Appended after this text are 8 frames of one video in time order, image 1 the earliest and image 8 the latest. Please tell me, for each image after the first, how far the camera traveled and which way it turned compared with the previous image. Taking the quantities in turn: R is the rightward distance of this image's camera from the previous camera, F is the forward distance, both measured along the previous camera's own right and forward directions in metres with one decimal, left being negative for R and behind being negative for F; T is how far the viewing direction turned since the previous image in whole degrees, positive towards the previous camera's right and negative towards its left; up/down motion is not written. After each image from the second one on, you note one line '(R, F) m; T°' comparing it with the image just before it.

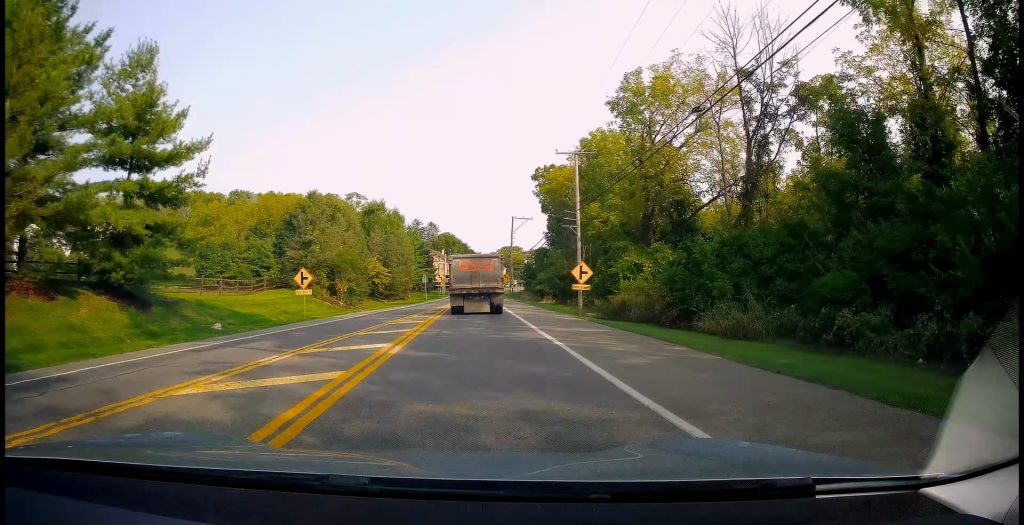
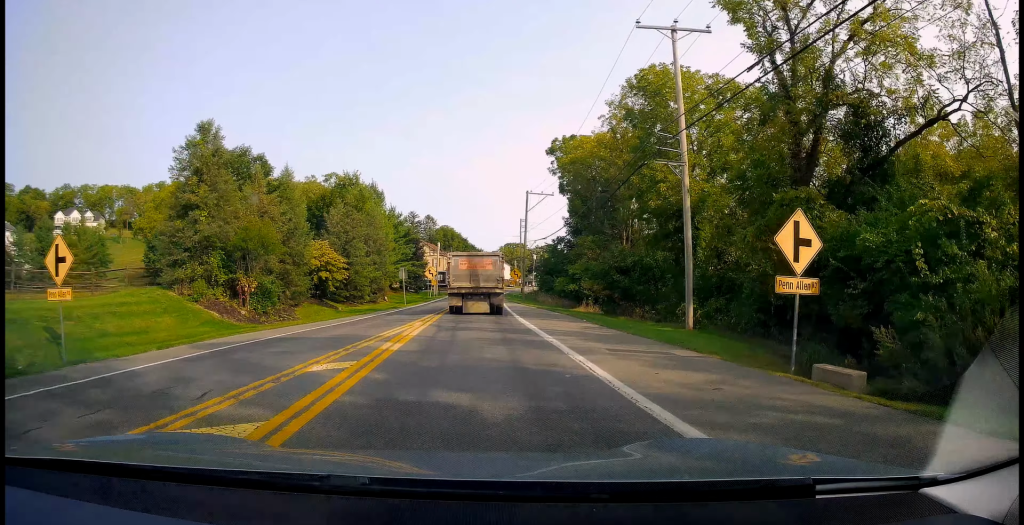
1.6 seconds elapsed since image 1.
(+0.1, +22.2) m; 0°
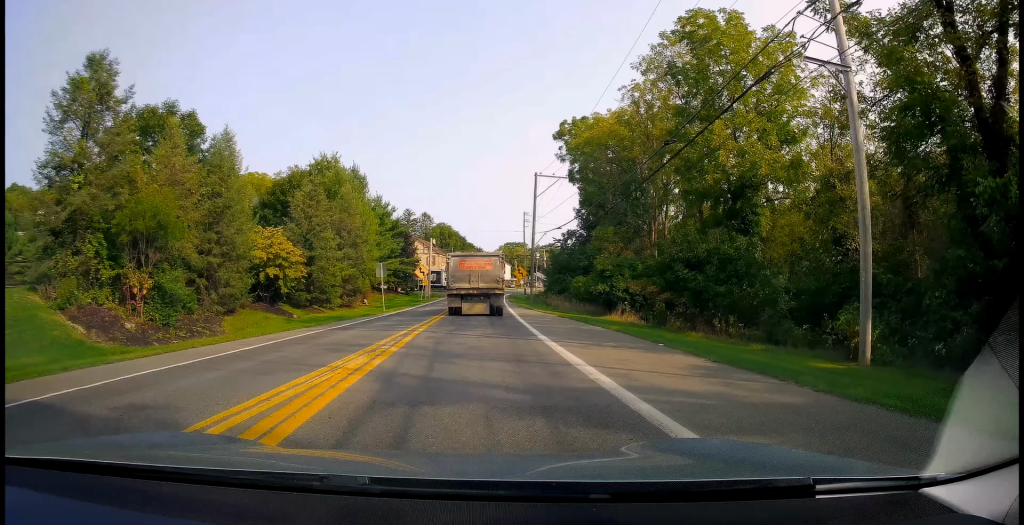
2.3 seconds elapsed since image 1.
(+0.2, +10.4) m; -1°
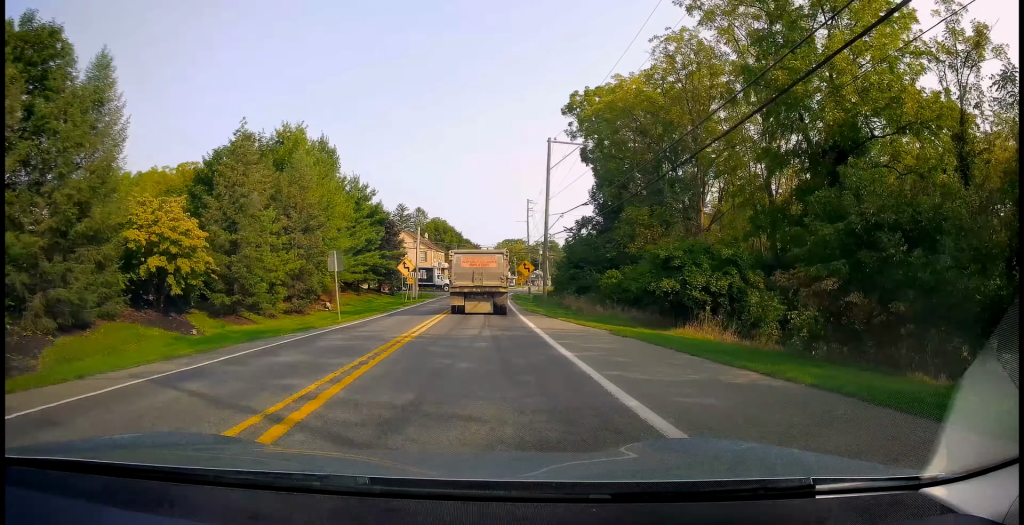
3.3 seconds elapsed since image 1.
(-0.3, +12.2) m; 0°
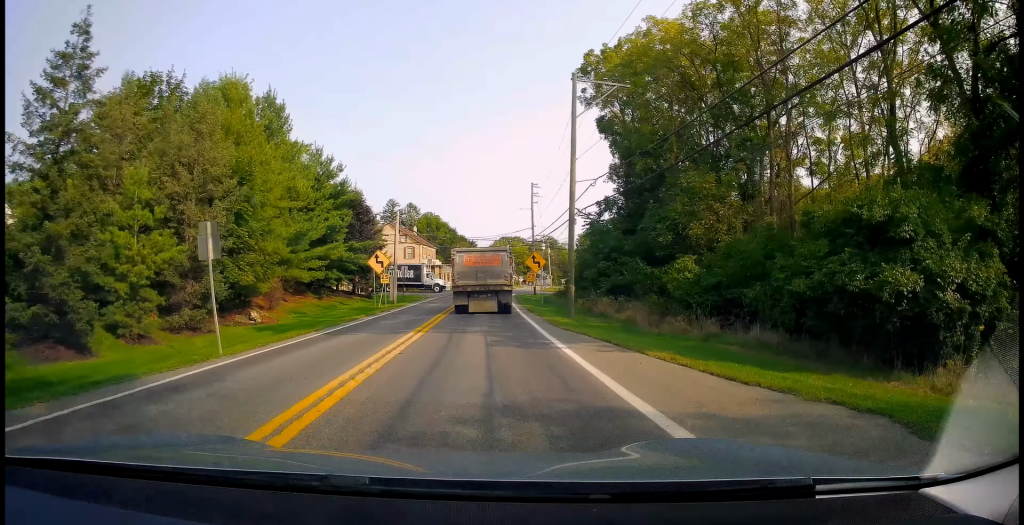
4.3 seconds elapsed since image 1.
(+0.3, +12.5) m; +1°
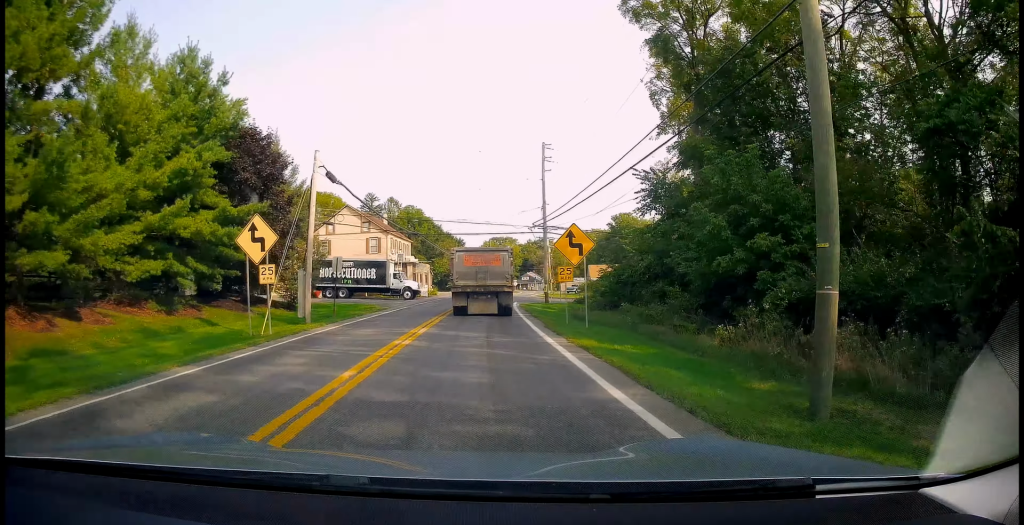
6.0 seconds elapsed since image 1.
(0.0, +20.7) m; +1°
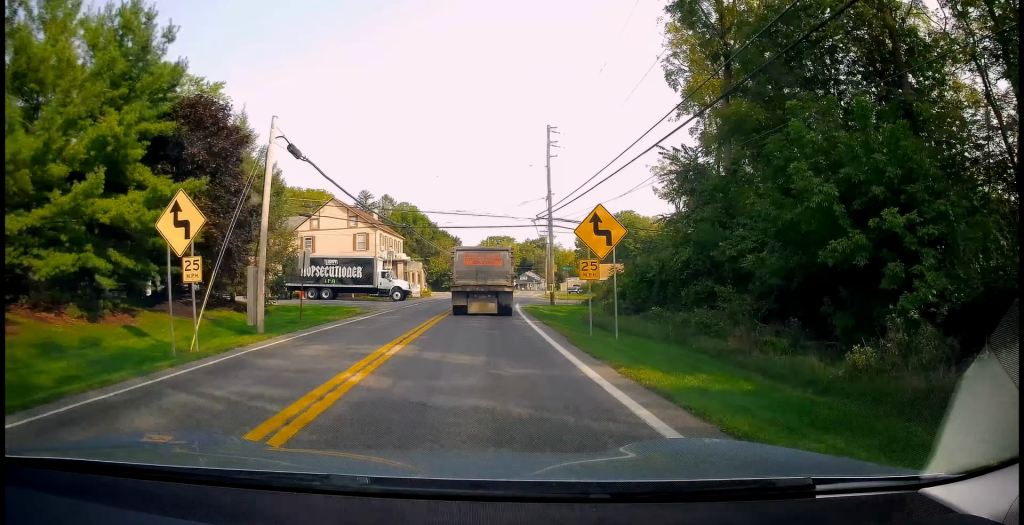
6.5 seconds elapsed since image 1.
(+0.1, +5.1) m; +1°
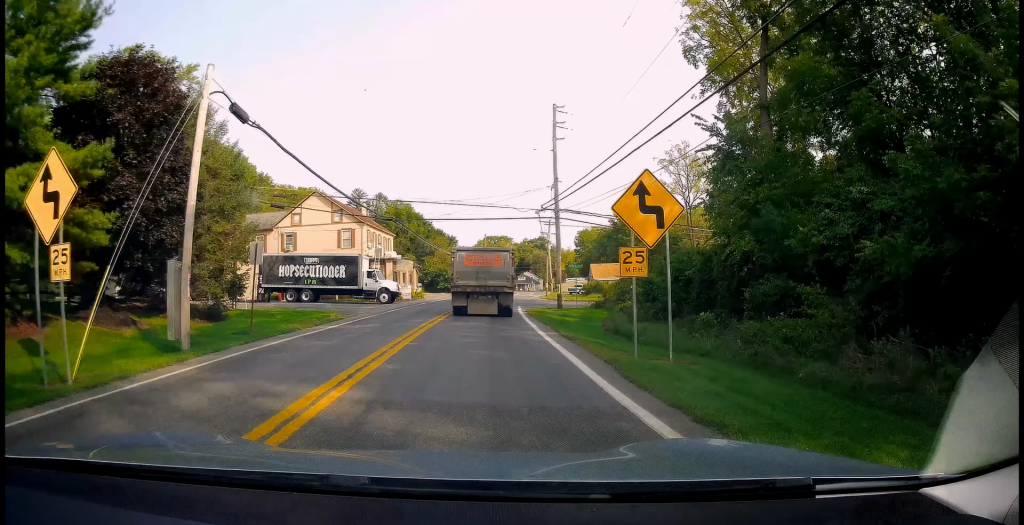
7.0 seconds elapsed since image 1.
(0.0, +5.0) m; 0°
